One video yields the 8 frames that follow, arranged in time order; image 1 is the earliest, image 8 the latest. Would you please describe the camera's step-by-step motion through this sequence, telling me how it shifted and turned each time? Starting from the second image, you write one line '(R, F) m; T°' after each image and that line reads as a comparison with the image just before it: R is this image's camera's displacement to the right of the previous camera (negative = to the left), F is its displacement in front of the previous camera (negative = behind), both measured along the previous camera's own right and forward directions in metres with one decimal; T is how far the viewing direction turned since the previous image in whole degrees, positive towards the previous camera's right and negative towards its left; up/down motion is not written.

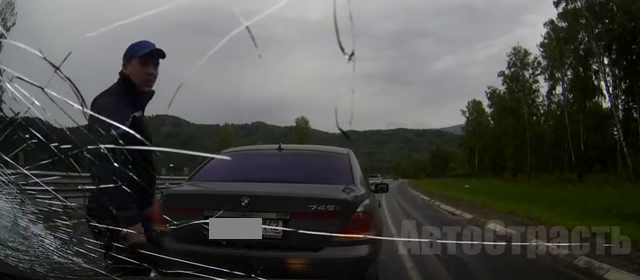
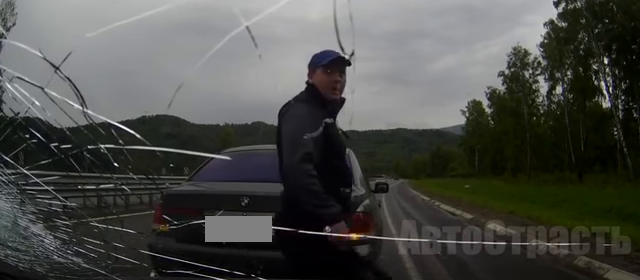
(0.0, 0.0) m; 0°
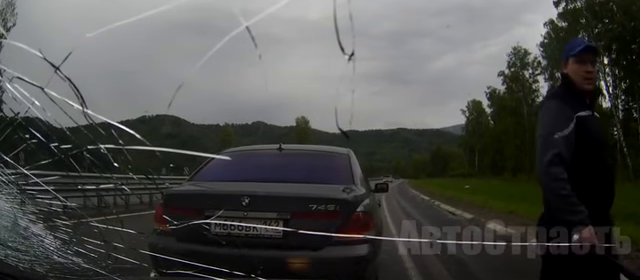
(0.0, 0.0) m; 0°
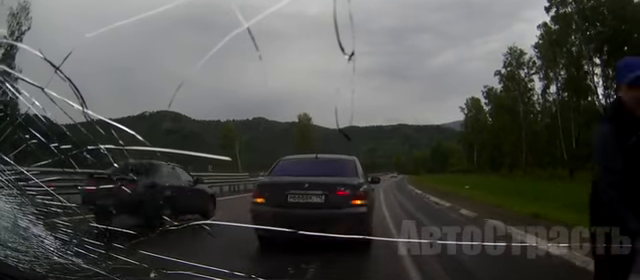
(0.0, 0.0) m; 0°
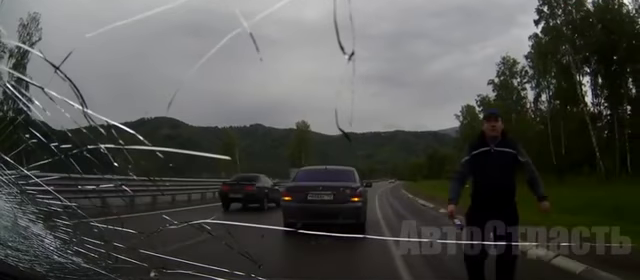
(0.0, 0.0) m; 0°
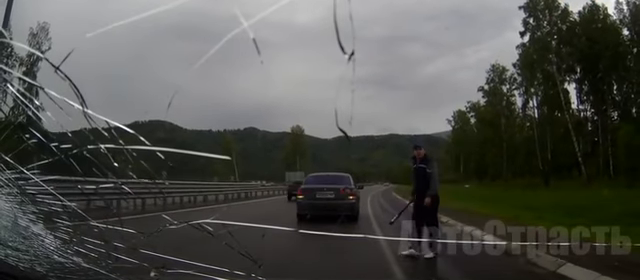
(+0.1, +0.3) m; 0°
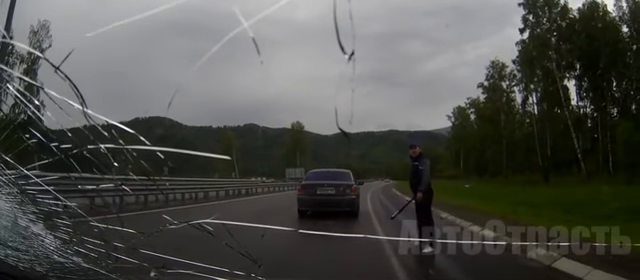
(0.0, +0.6) m; 0°
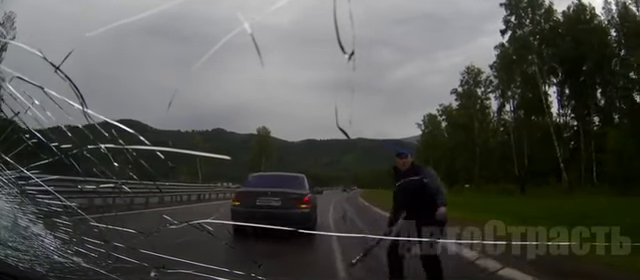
(0.0, +3.5) m; -1°
